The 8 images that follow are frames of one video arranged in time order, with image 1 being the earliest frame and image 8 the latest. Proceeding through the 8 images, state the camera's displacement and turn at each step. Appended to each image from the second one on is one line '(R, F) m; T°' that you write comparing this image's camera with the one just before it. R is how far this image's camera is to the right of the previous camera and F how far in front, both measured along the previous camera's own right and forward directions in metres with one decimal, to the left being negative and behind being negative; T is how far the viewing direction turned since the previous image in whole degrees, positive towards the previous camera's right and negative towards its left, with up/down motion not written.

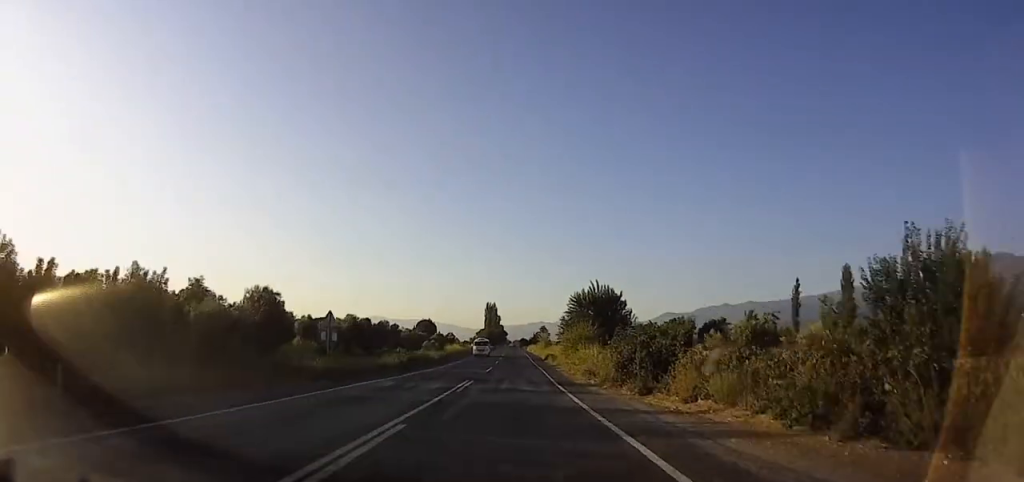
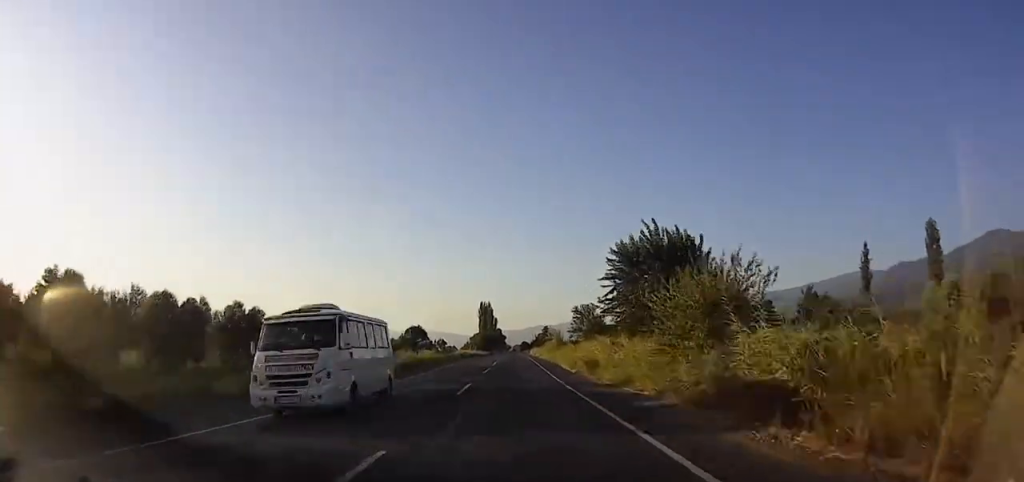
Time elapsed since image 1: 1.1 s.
(0.0, +35.9) m; -1°
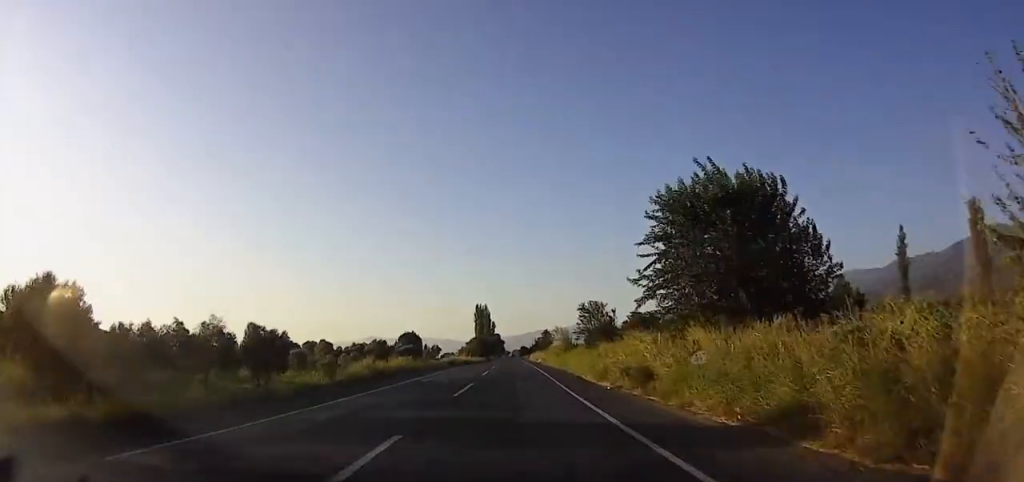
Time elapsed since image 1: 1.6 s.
(-0.2, +16.0) m; 0°
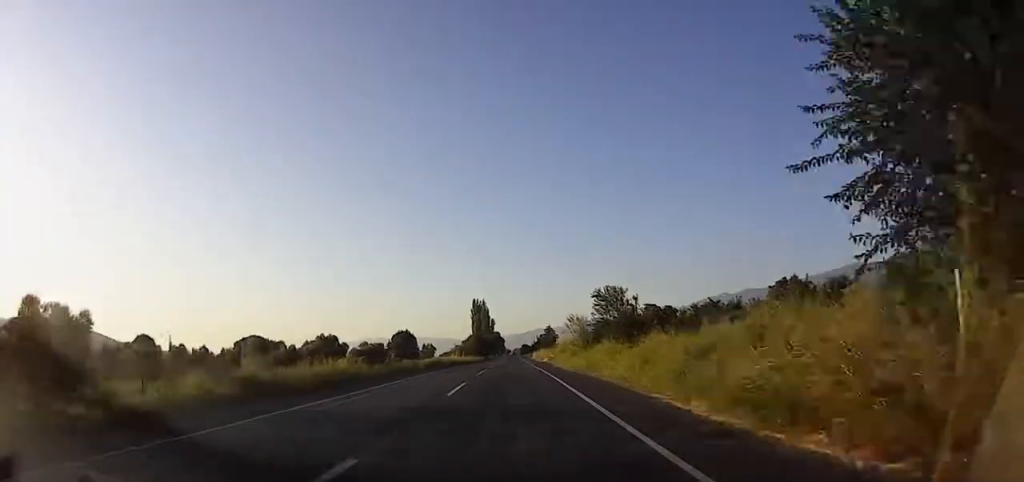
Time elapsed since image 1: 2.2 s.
(-0.3, +20.7) m; 0°
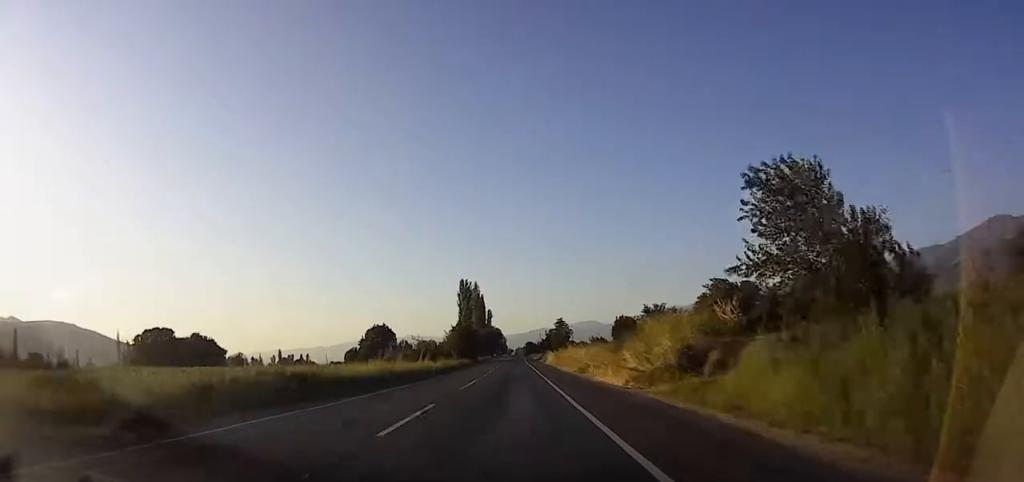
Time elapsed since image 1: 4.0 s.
(+1.1, +54.9) m; +2°
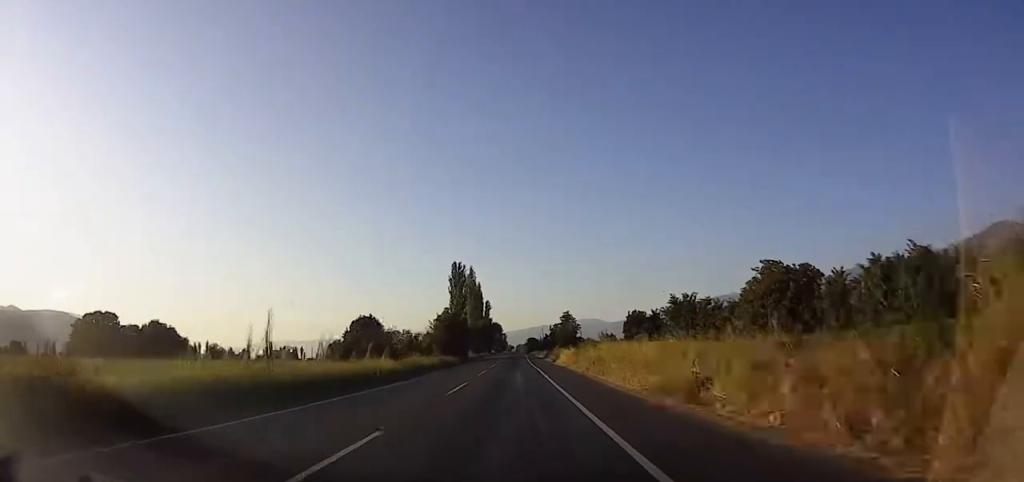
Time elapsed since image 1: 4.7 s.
(0.0, +22.1) m; -1°
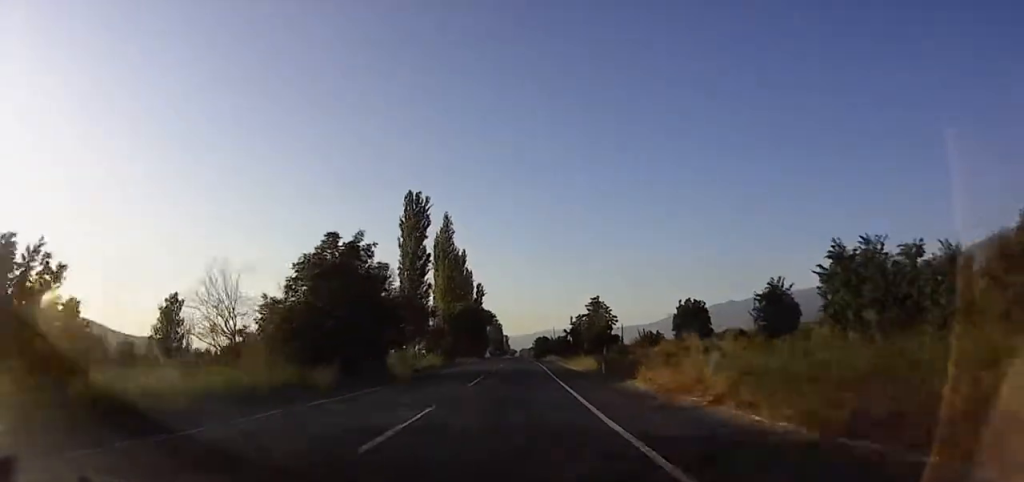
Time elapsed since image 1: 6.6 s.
(-1.2, +56.9) m; -1°
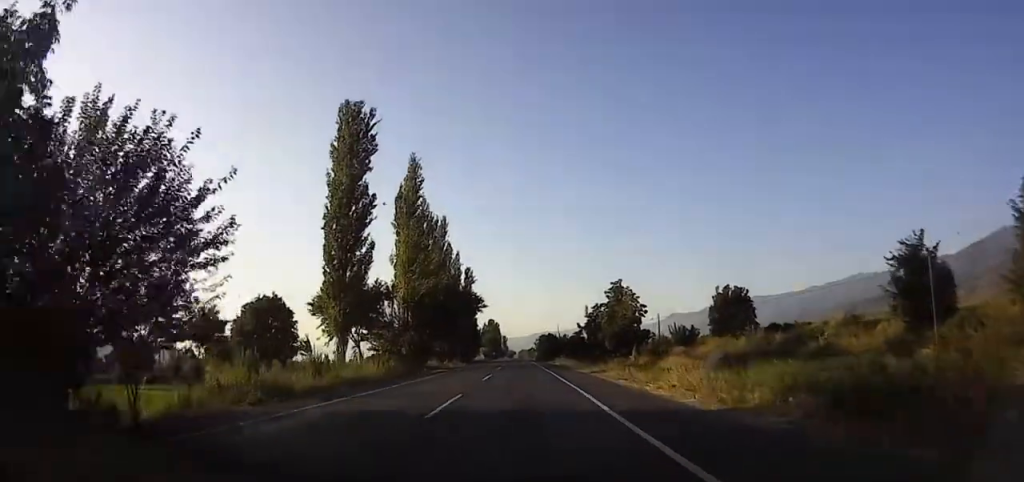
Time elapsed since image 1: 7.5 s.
(+0.4, +26.2) m; 0°
